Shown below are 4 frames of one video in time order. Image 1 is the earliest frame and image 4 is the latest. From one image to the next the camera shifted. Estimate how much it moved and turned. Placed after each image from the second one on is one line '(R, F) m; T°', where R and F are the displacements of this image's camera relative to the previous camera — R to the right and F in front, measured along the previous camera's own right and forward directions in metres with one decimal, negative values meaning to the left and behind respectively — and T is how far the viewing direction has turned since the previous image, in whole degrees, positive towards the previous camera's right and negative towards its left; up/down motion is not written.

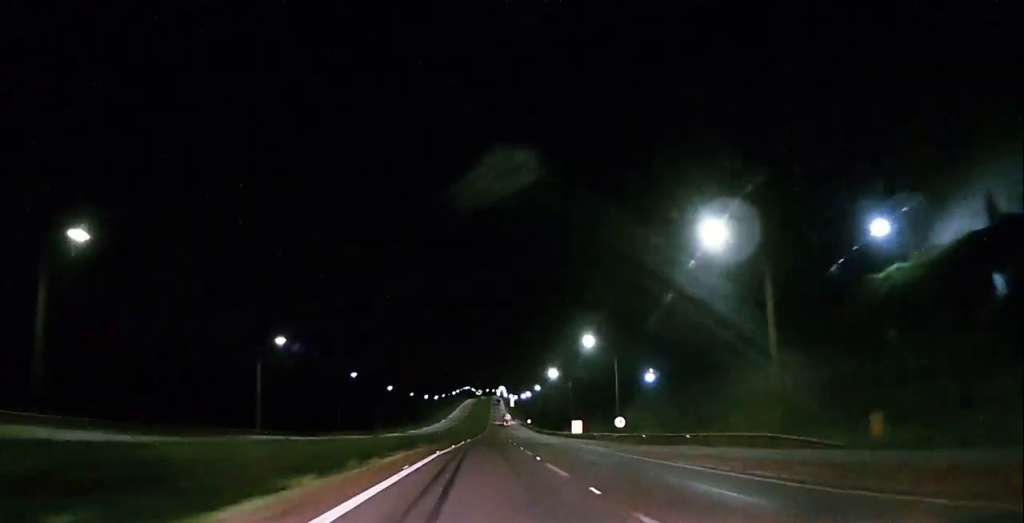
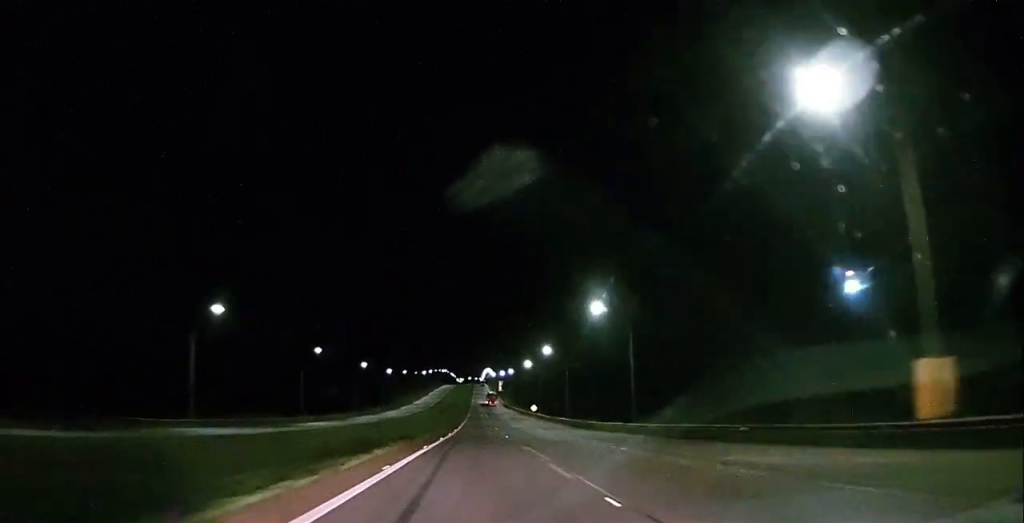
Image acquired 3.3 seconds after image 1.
(+7.7, +93.7) m; +6°
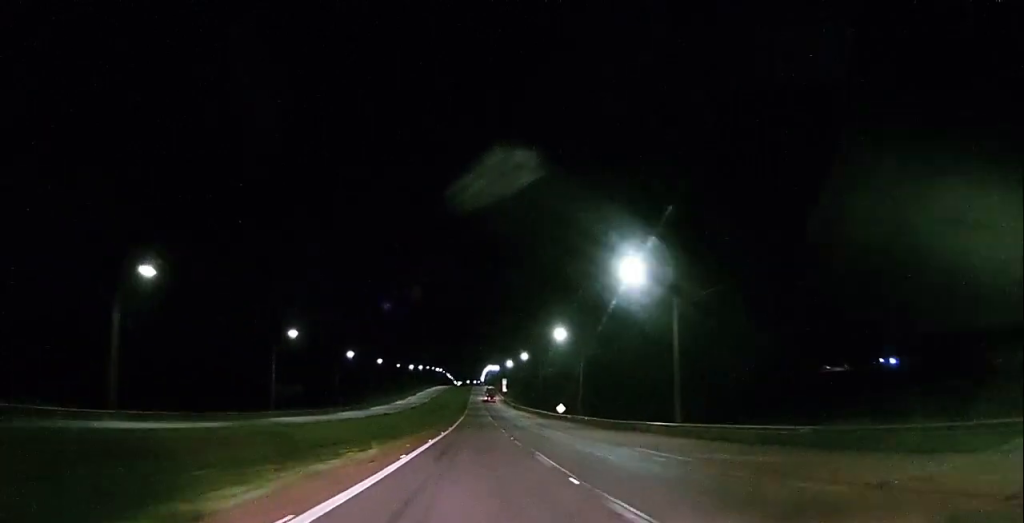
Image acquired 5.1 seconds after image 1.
(0.0, +53.3) m; 0°
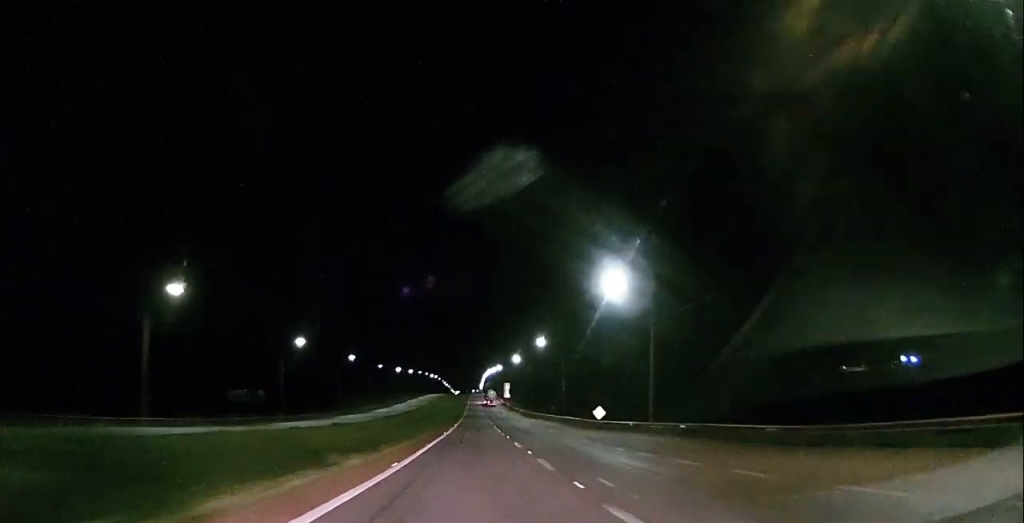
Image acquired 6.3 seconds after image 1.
(+0.3, +34.6) m; +1°
